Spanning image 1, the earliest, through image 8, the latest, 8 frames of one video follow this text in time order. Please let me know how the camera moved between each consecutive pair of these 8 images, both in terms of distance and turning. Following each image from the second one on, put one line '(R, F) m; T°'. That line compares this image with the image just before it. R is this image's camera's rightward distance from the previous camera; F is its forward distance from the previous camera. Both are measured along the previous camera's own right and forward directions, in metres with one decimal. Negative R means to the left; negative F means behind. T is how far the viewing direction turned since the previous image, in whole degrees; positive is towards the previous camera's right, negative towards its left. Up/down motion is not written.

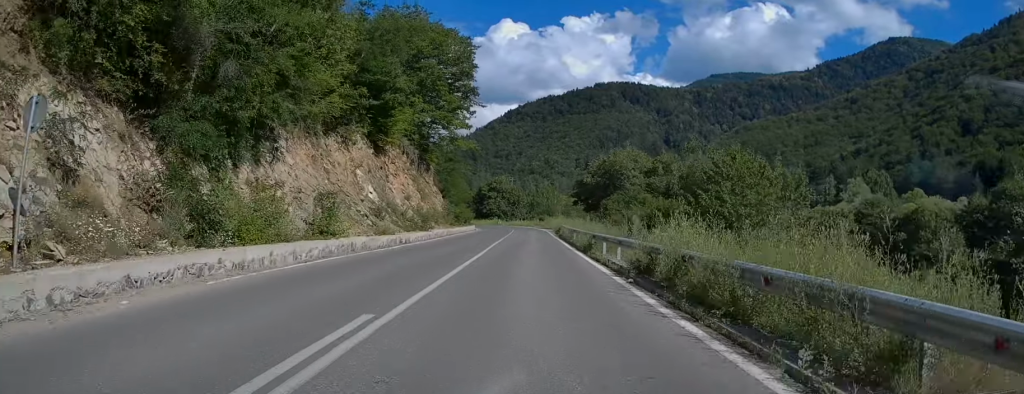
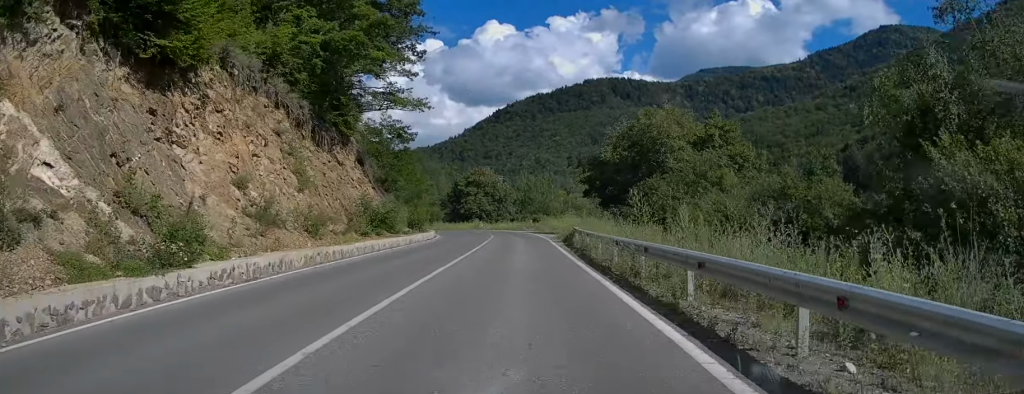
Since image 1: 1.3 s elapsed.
(+1.3, +26.4) m; +3°
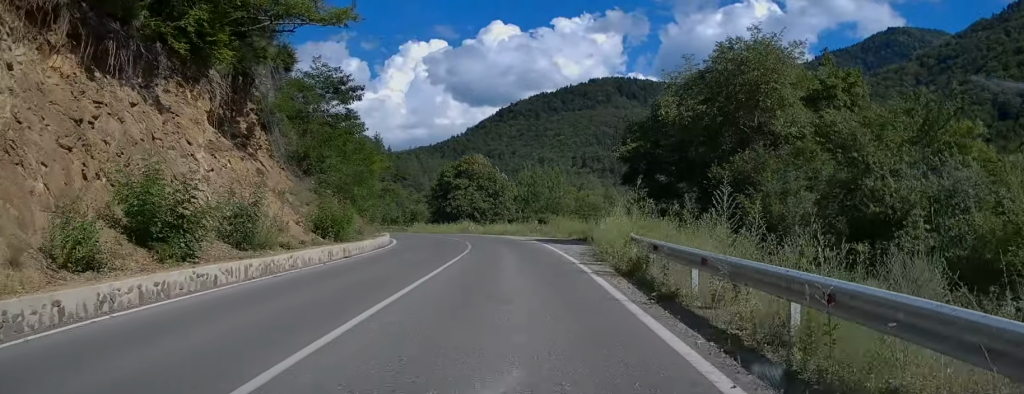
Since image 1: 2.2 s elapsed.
(-0.1, +19.4) m; -2°
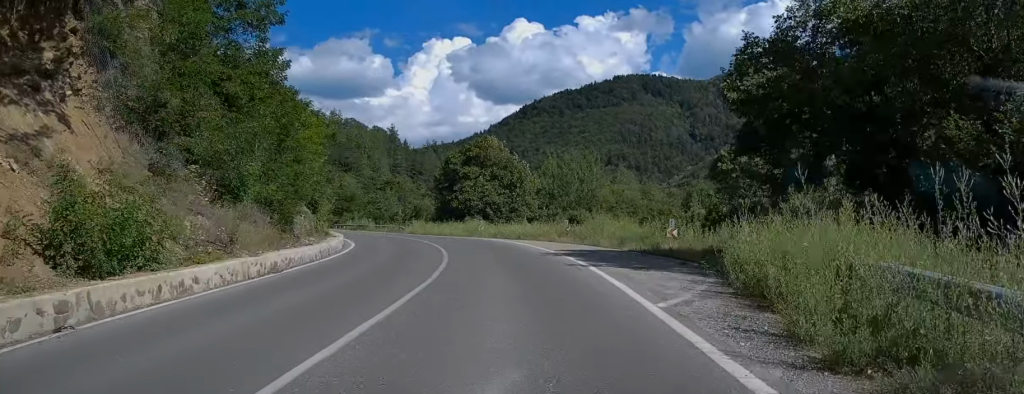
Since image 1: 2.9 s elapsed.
(-0.3, +15.0) m; -3°
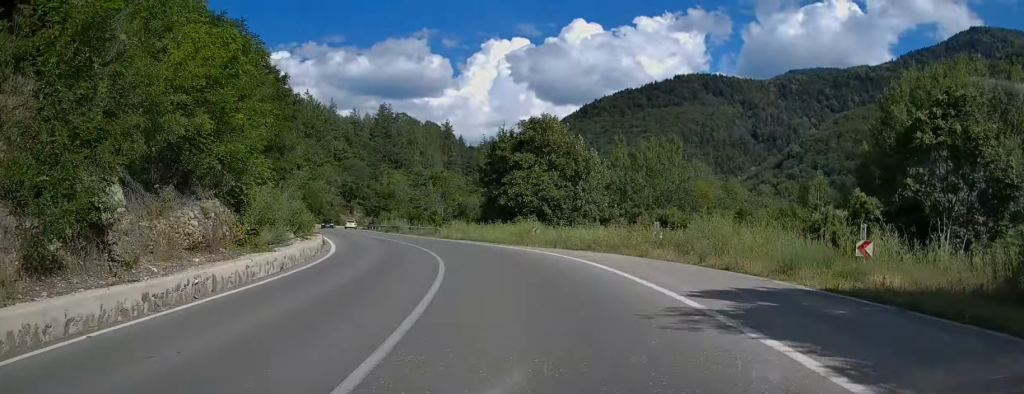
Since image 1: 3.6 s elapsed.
(-0.4, +12.8) m; -5°
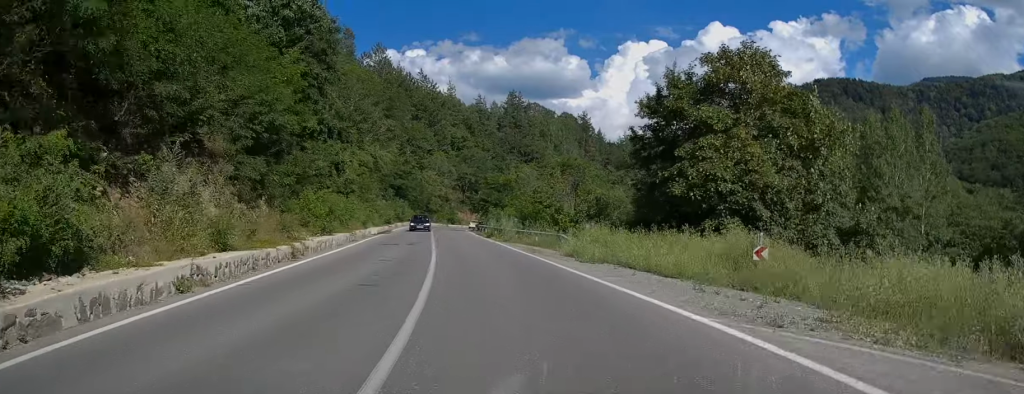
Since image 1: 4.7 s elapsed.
(-1.9, +21.7) m; -10°
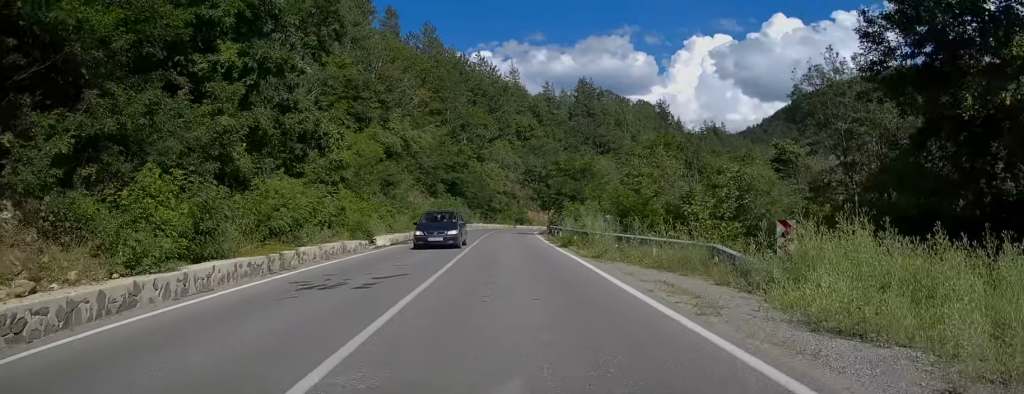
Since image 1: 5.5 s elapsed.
(-1.2, +16.7) m; -6°
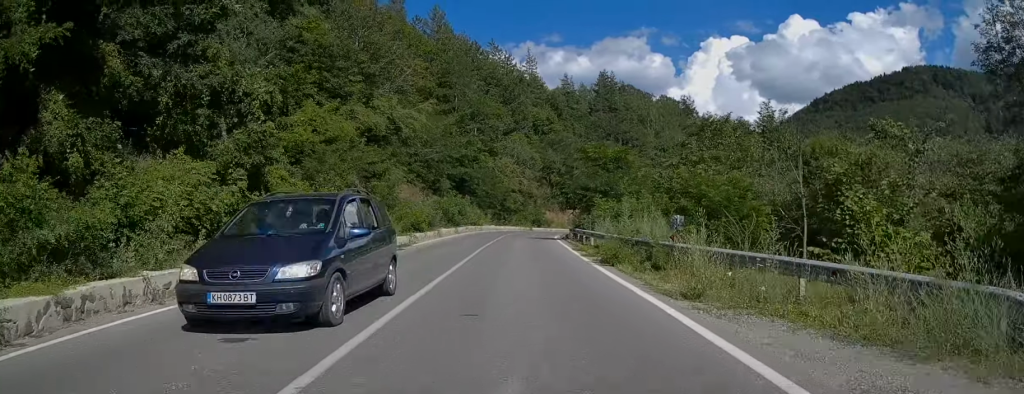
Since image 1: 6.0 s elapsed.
(-0.2, +9.5) m; -2°
